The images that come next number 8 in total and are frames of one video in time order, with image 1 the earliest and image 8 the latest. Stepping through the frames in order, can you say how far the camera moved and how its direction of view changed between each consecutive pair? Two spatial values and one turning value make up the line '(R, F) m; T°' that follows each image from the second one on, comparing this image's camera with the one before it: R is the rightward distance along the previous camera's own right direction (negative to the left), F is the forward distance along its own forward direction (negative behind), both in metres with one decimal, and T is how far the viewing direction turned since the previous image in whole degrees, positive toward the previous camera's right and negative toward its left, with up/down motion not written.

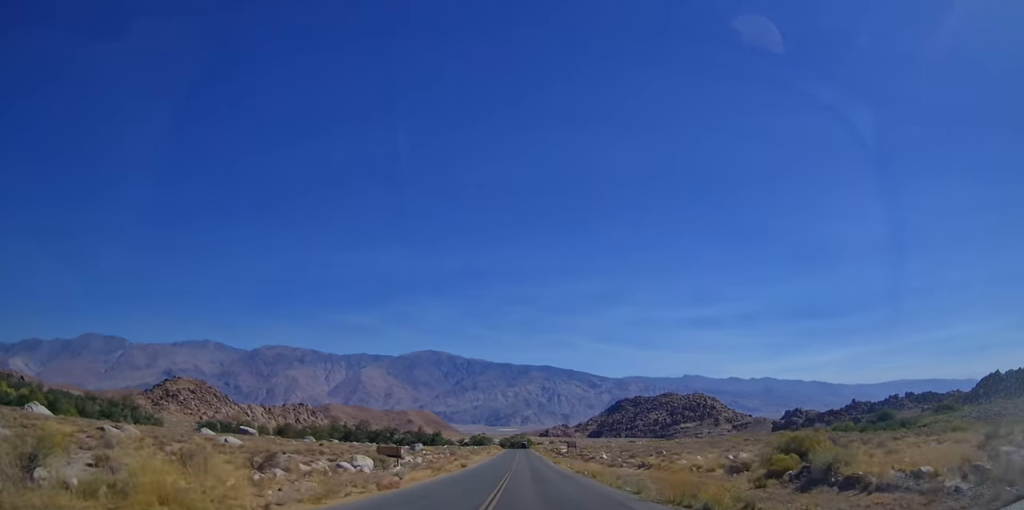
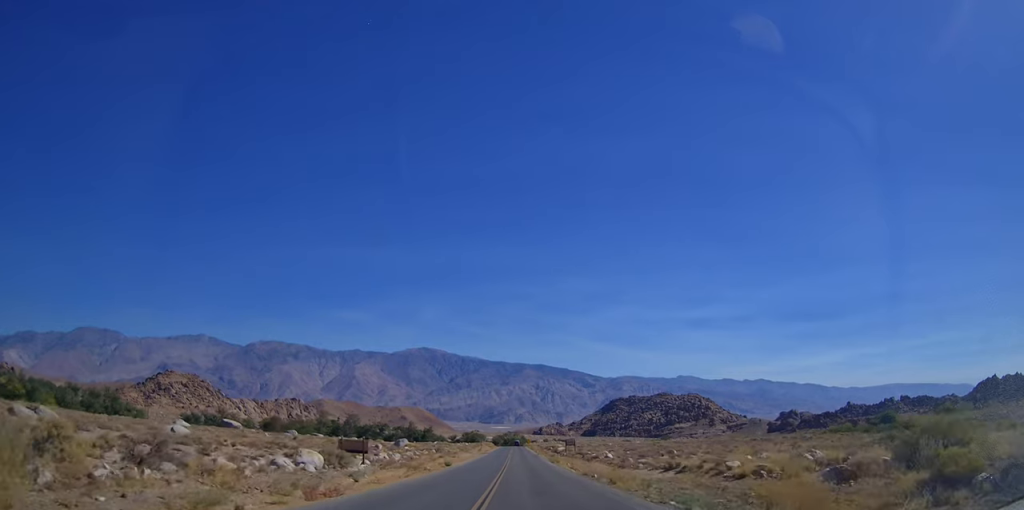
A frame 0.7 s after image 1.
(+0.1, +7.0) m; +2°
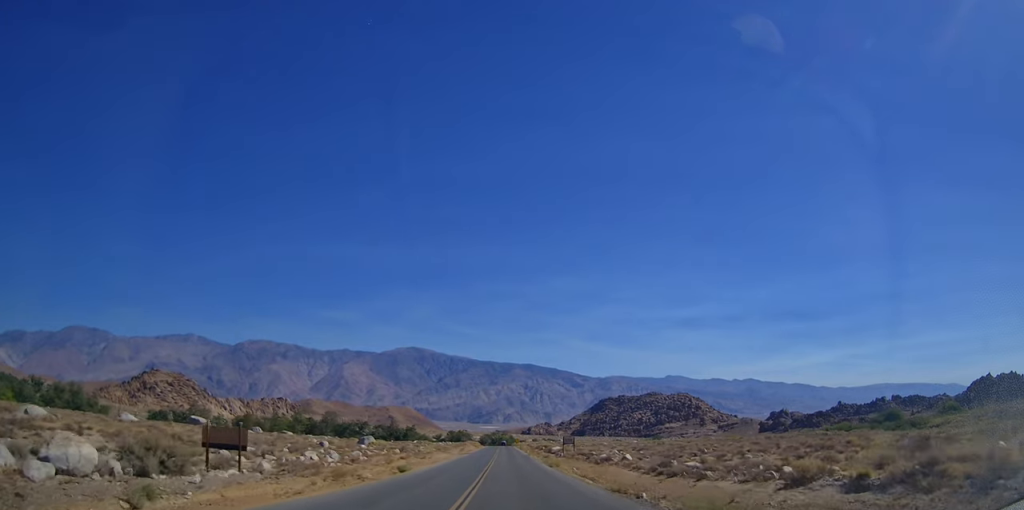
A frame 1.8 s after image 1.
(+0.3, +13.7) m; +1°
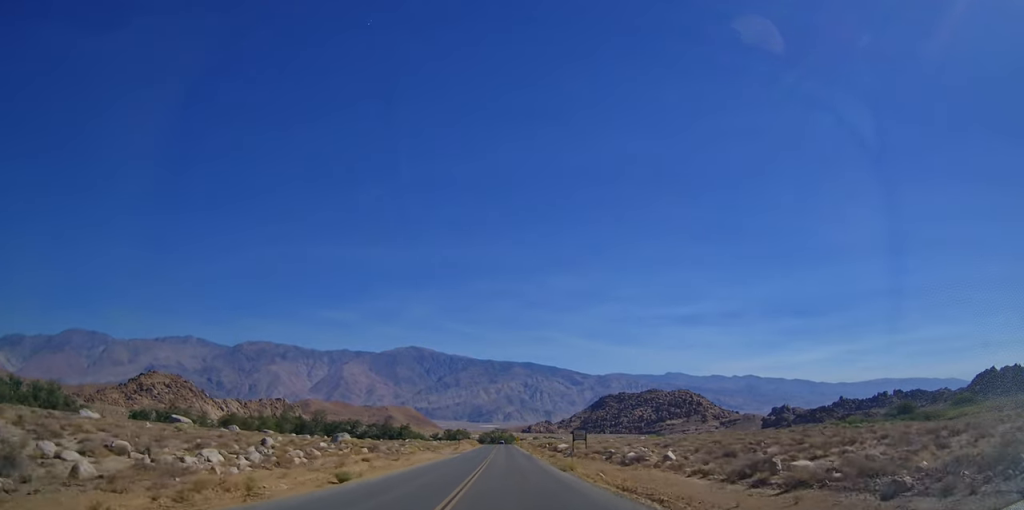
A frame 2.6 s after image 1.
(0.0, +11.2) m; 0°
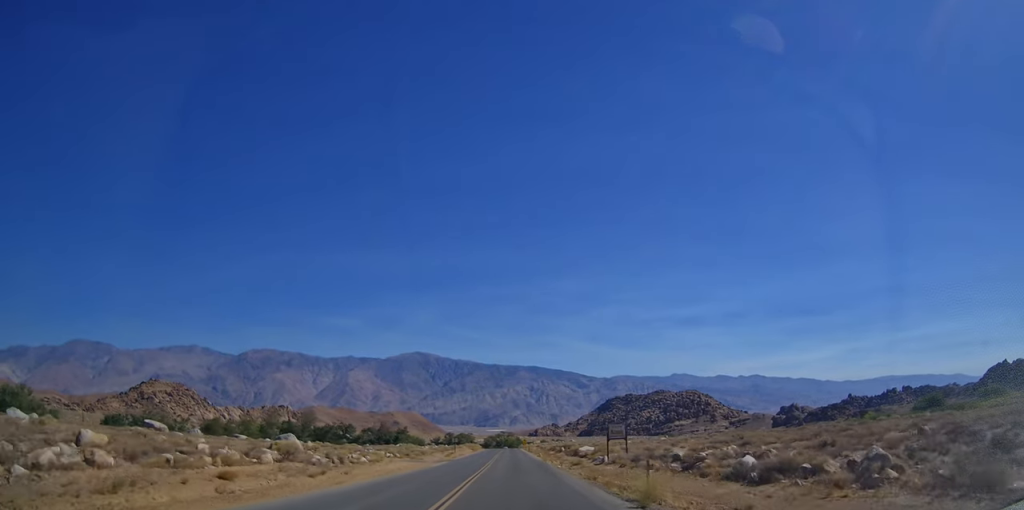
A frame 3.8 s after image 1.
(0.0, +18.1) m; +1°
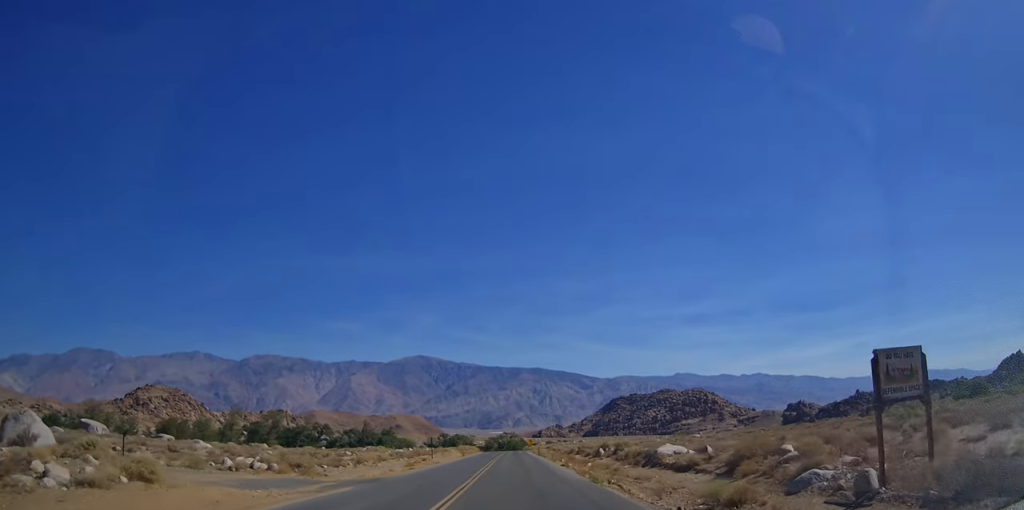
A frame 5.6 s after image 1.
(+0.2, +29.2) m; -1°
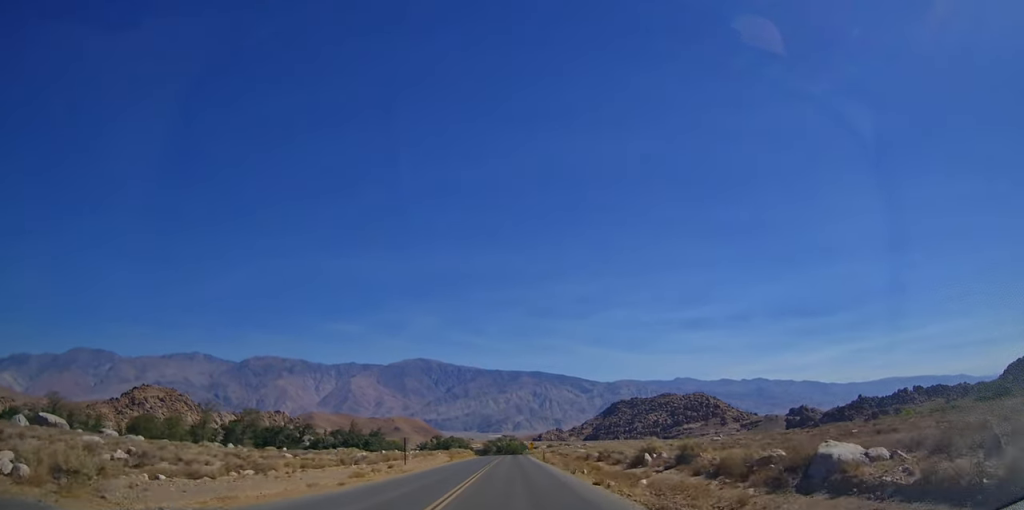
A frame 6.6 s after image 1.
(-0.3, +14.9) m; -1°
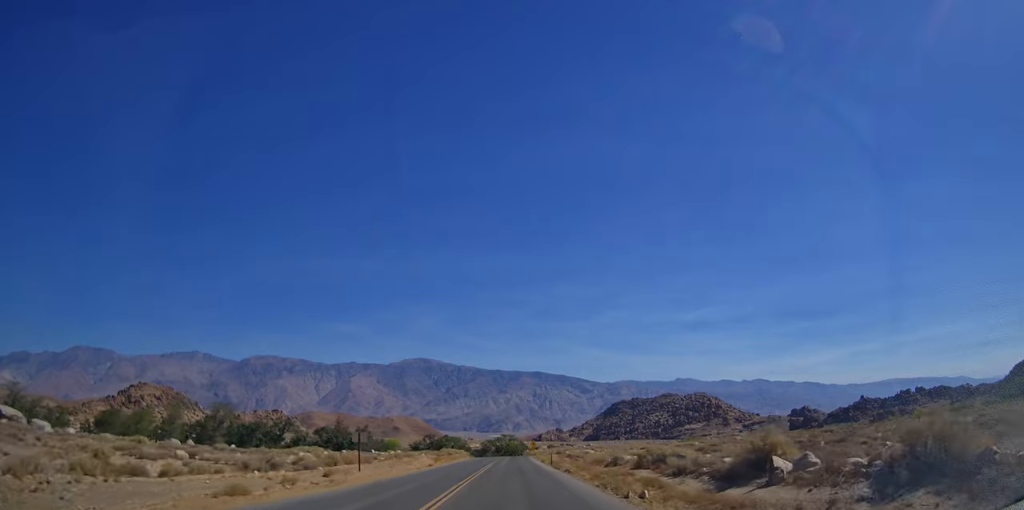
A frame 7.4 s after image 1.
(+0.1, +14.0) m; 0°
